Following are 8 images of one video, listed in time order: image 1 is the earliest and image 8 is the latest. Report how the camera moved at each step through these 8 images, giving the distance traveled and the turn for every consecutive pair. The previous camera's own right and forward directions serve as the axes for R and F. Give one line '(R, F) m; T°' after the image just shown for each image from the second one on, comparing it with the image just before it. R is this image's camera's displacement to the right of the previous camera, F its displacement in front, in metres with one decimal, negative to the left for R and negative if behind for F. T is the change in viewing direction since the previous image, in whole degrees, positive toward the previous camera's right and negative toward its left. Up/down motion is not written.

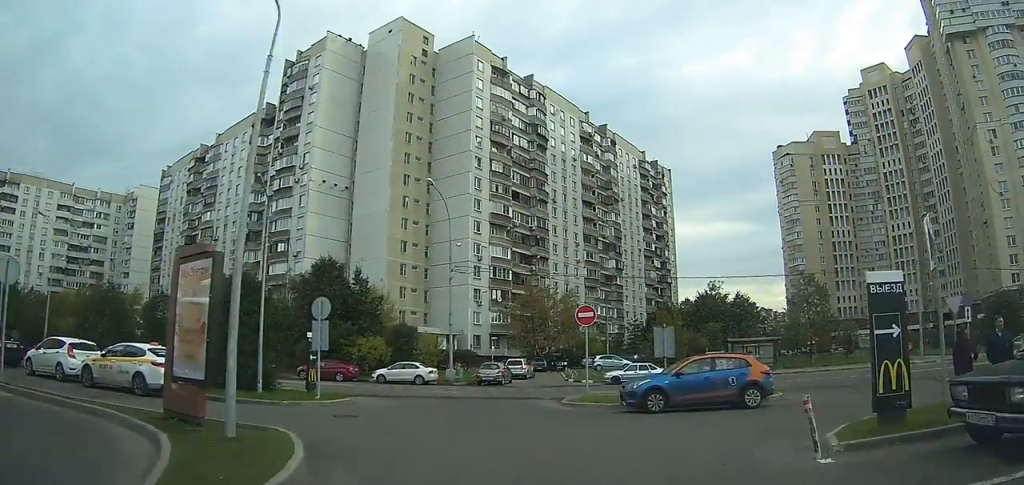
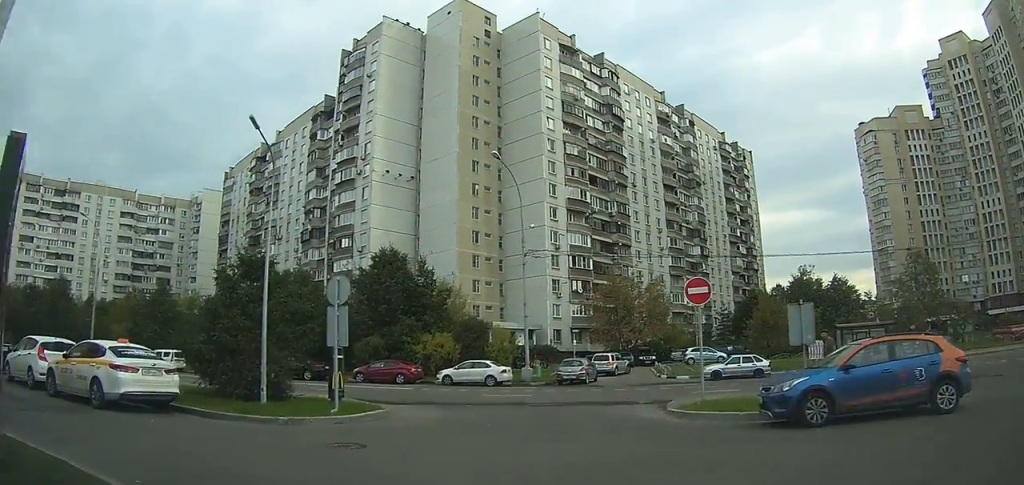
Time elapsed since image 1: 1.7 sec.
(-0.2, +4.5) m; -11°
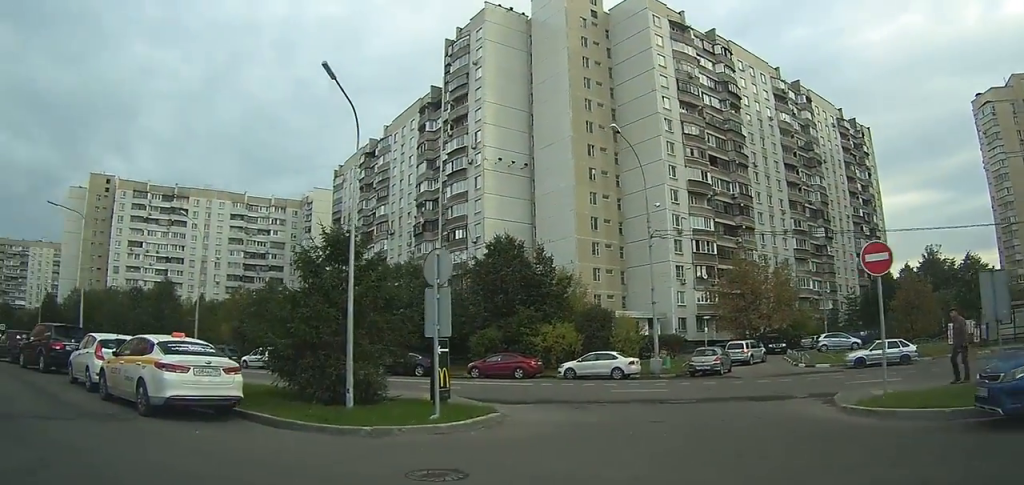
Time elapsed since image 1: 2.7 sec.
(0.0, +3.2) m; -12°
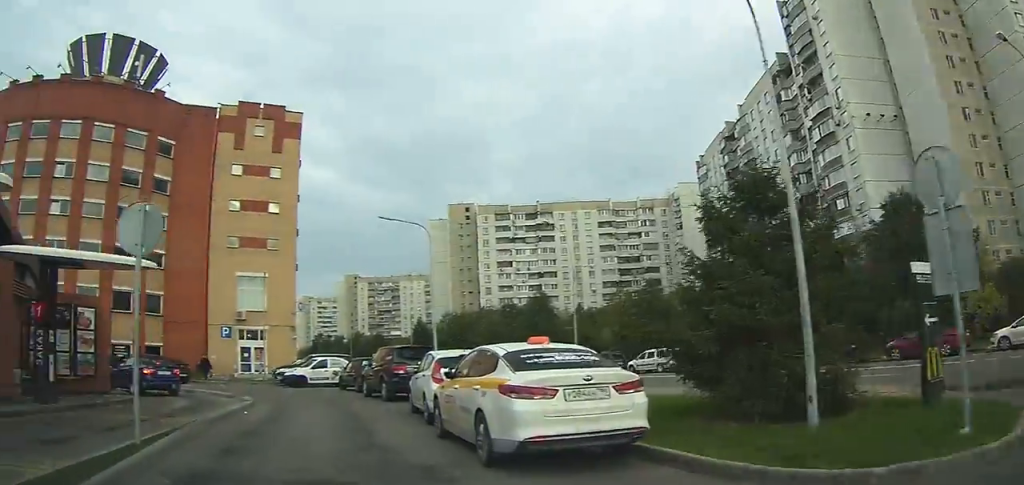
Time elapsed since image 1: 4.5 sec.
(-1.1, +4.9) m; -18°
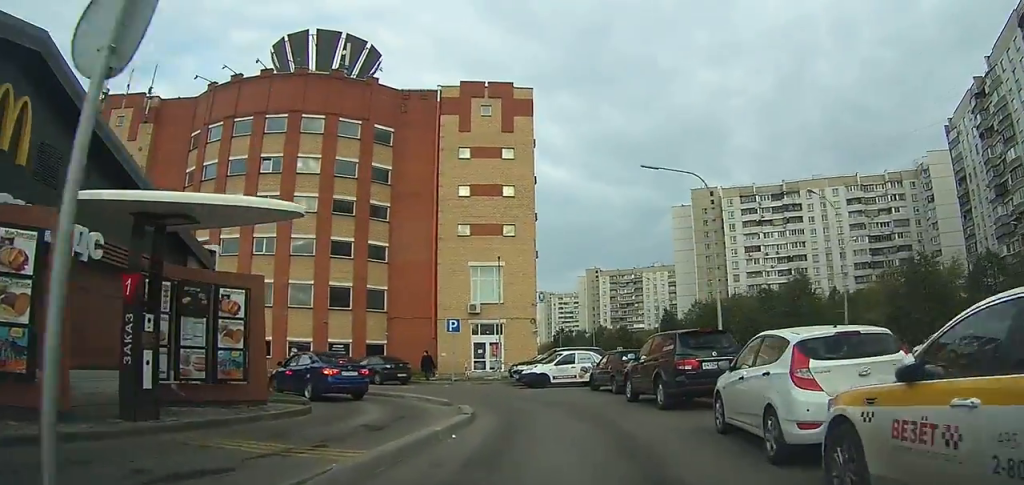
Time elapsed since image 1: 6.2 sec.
(-0.7, +5.3) m; -14°
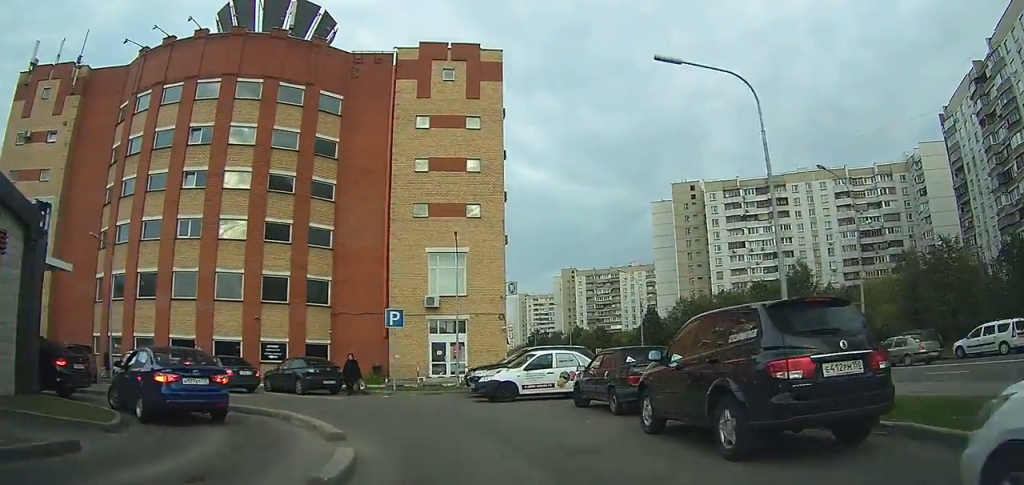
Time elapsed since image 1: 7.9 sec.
(-0.5, +5.6) m; -12°
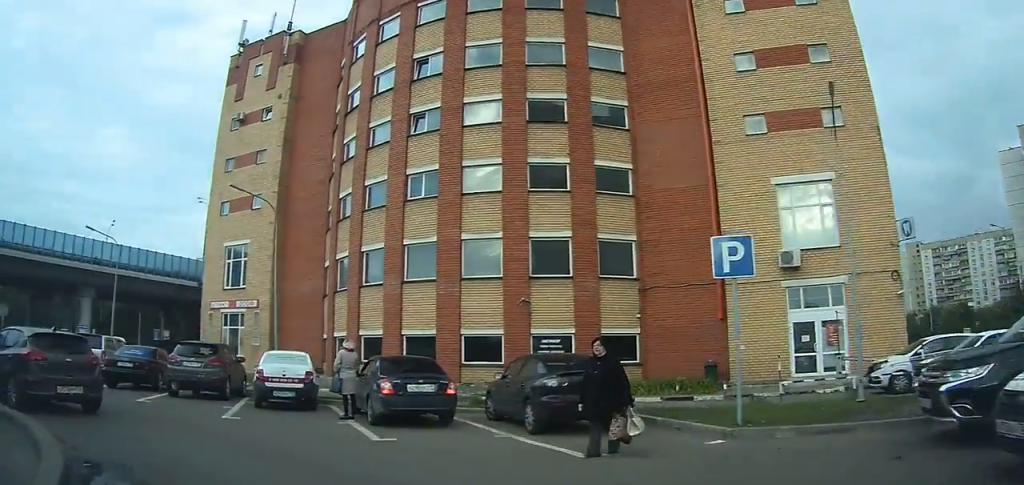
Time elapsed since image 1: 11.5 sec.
(-3.2, +12.3) m; -37°
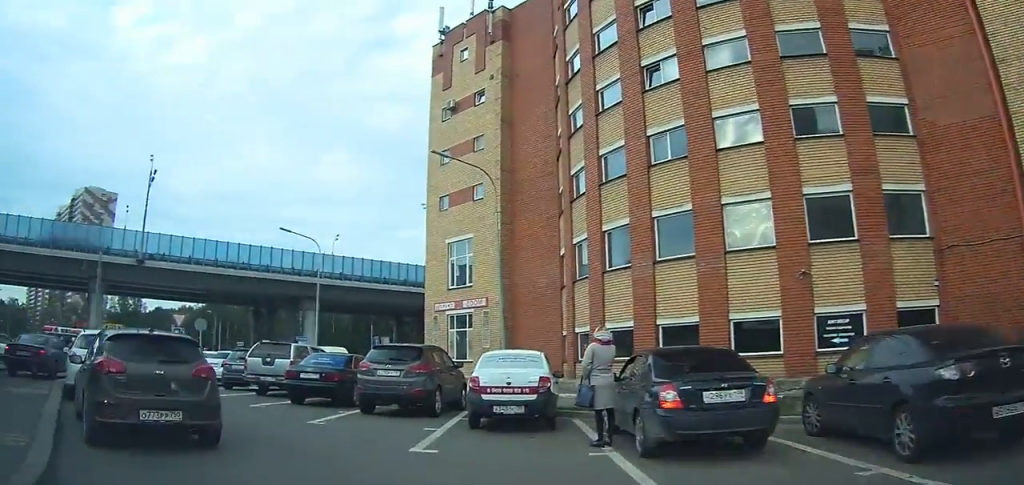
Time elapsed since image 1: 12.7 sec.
(-0.9, +4.3) m; -17°
